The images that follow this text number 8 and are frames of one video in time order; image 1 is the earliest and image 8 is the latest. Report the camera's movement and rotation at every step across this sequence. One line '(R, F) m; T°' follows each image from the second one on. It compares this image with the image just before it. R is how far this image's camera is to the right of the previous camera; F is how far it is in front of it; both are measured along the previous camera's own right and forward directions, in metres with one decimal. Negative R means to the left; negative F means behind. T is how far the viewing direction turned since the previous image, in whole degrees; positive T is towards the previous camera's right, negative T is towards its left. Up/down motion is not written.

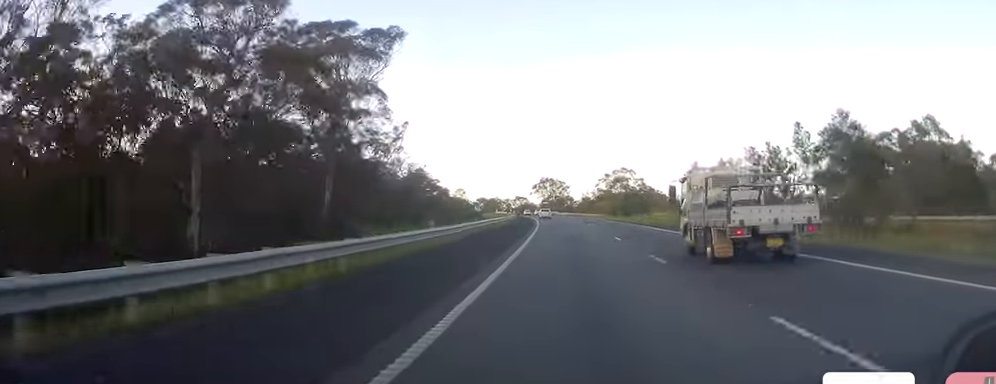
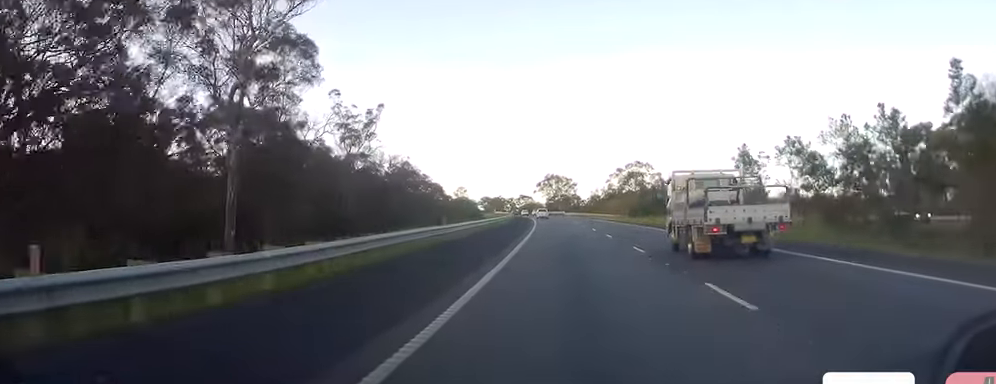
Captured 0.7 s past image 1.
(+0.4, +20.0) m; -1°
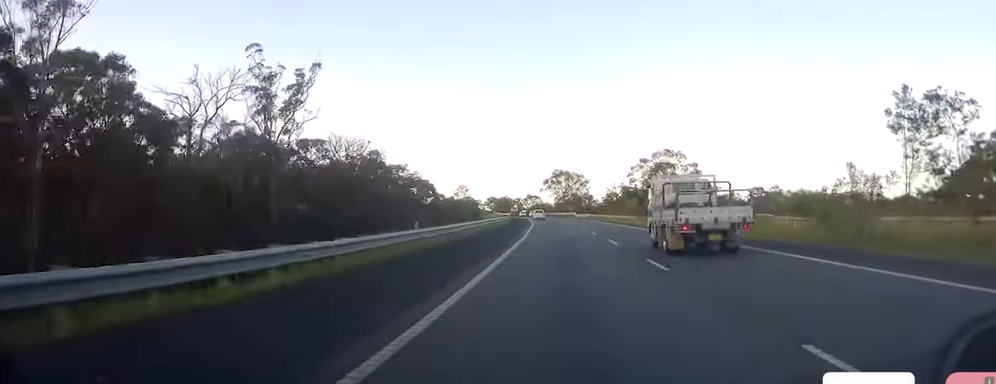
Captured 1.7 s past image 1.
(-1.2, +29.4) m; 0°
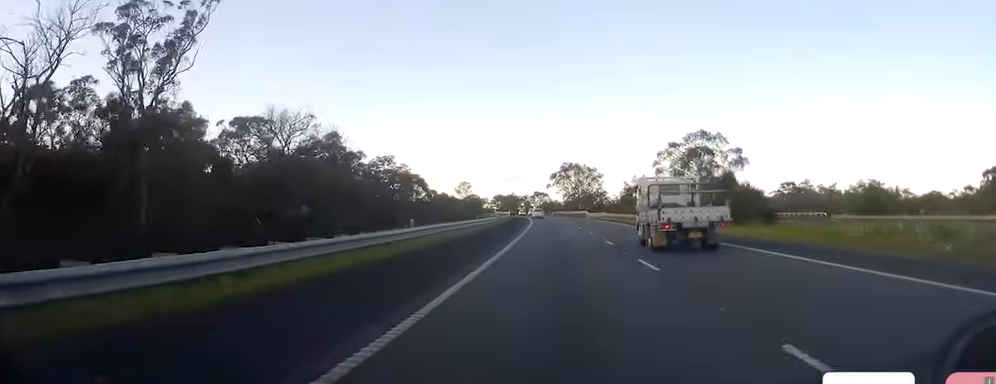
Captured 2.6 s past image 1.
(+1.0, +23.8) m; 0°
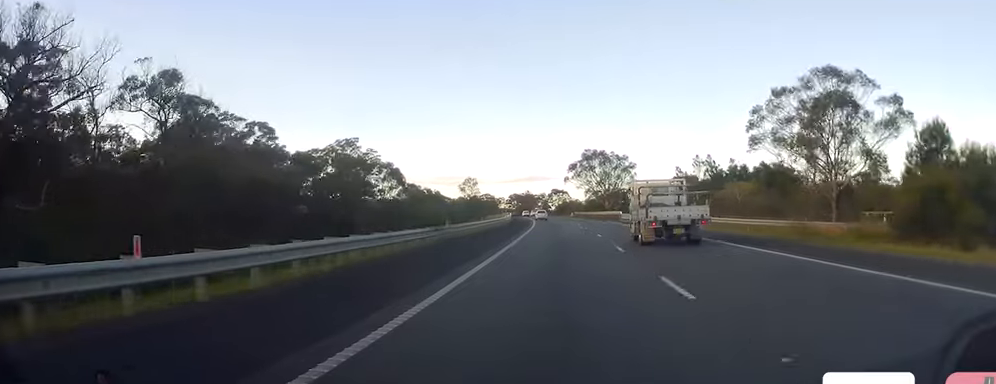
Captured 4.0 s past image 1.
(-1.4, +40.8) m; -3°
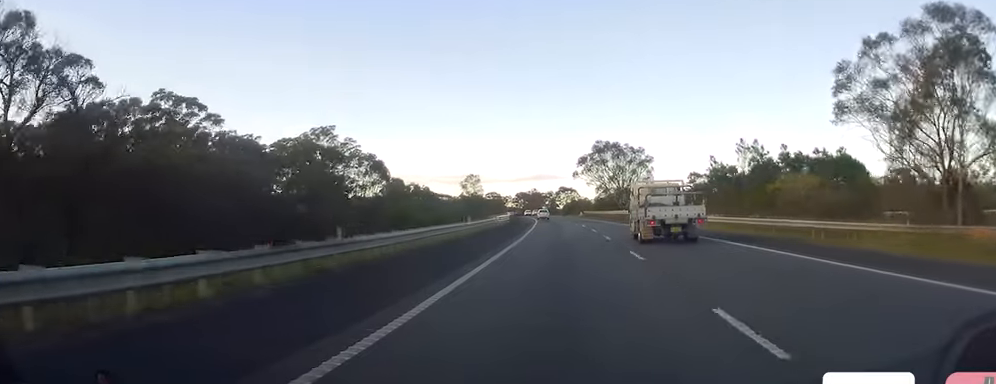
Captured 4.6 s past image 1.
(-0.1, +16.1) m; -1°
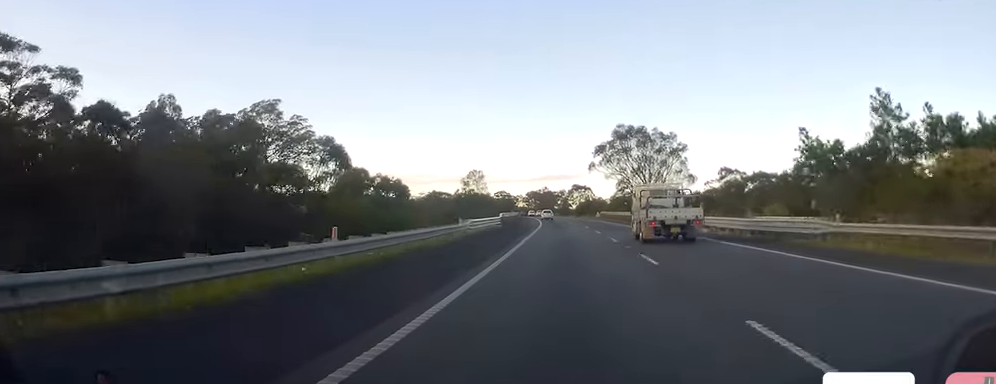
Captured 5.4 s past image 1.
(-0.1, +24.7) m; 0°
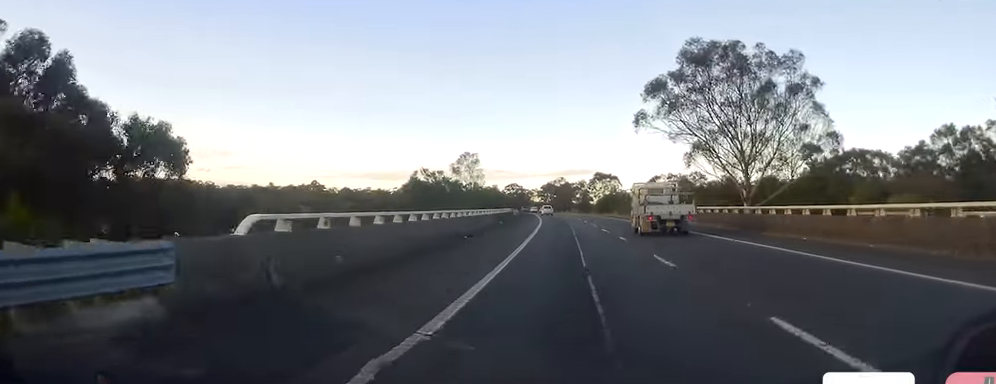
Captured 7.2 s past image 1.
(-0.8, +51.6) m; -2°
